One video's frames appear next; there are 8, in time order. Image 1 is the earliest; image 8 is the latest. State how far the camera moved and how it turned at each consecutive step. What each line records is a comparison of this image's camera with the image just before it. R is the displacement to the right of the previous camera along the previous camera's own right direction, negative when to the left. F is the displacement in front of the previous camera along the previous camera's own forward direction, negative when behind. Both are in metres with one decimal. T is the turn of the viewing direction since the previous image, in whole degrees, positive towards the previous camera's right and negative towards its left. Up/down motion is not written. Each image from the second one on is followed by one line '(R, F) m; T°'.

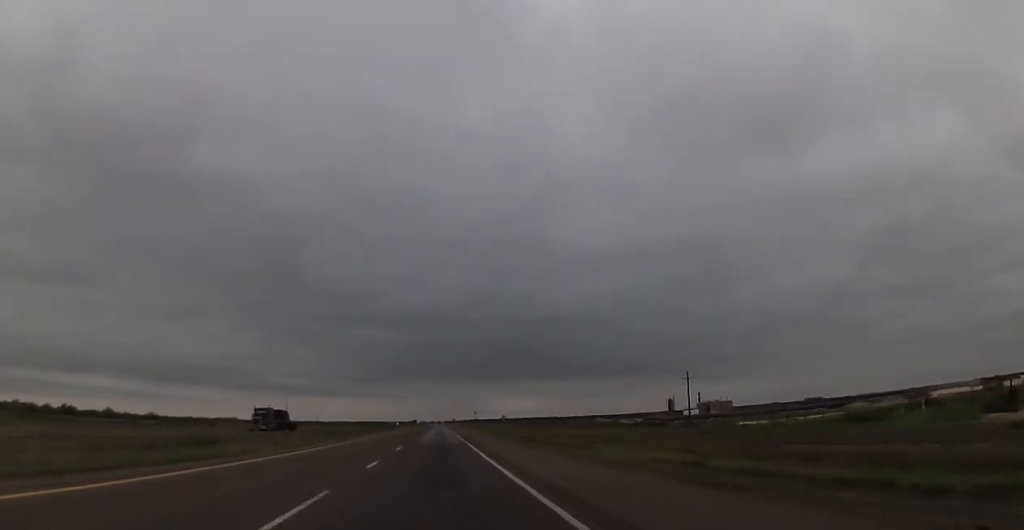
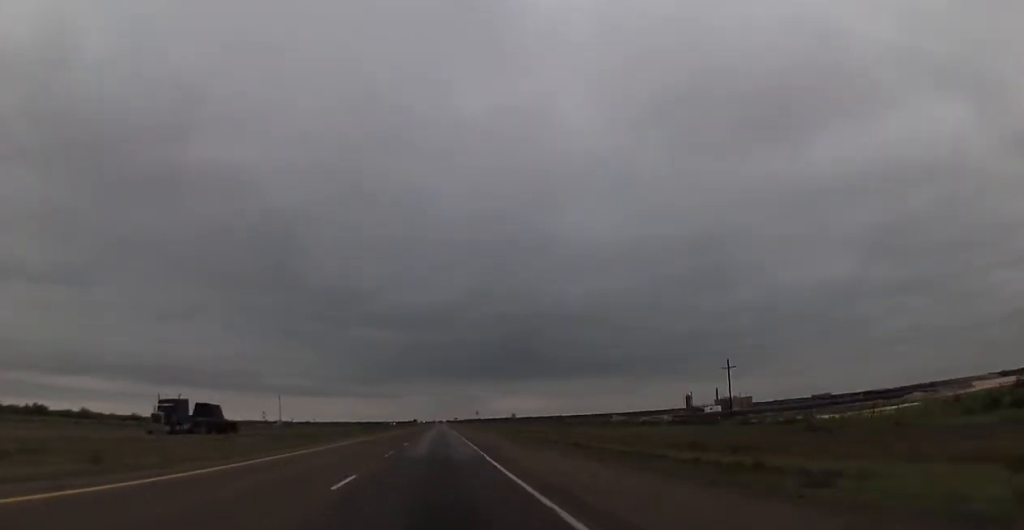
(+0.1, +18.3) m; 0°
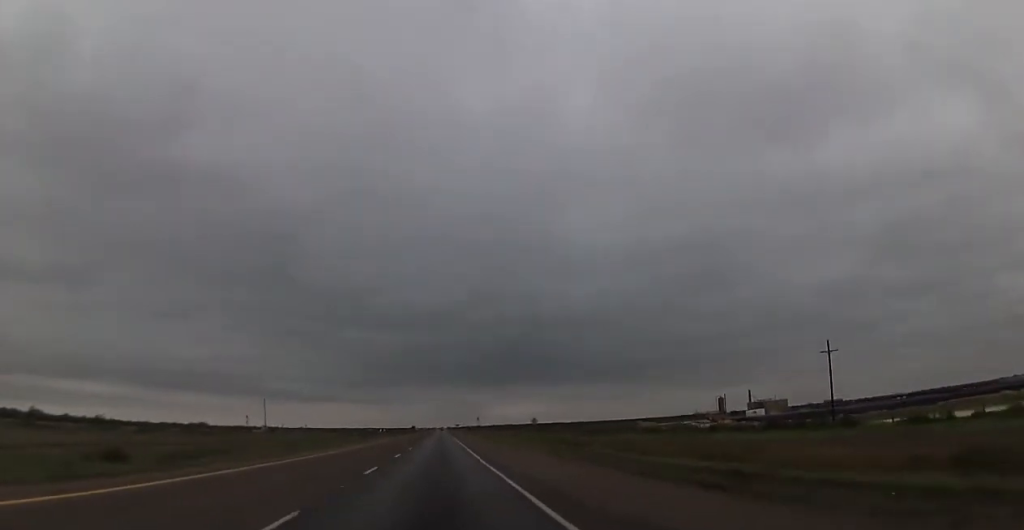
(-0.1, +30.5) m; 0°
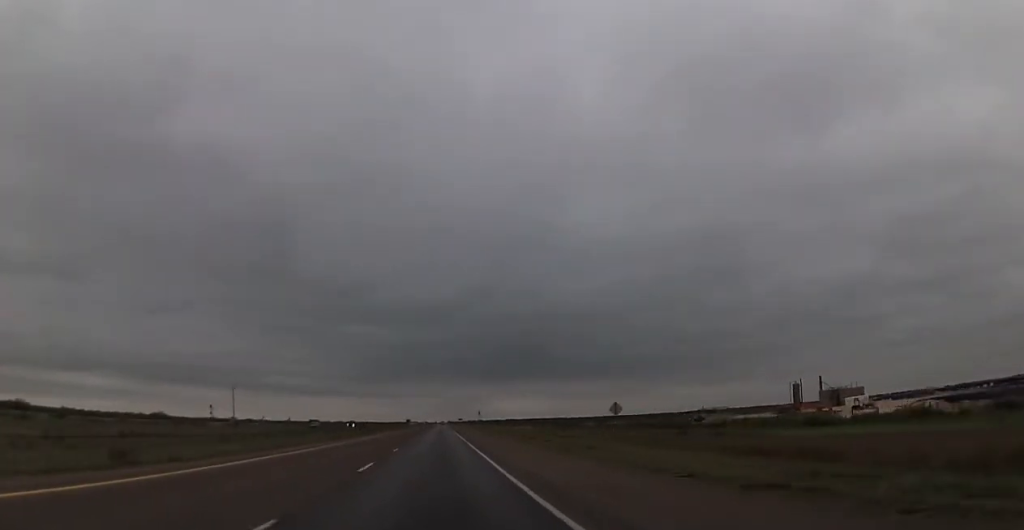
(+0.2, +50.1) m; 0°
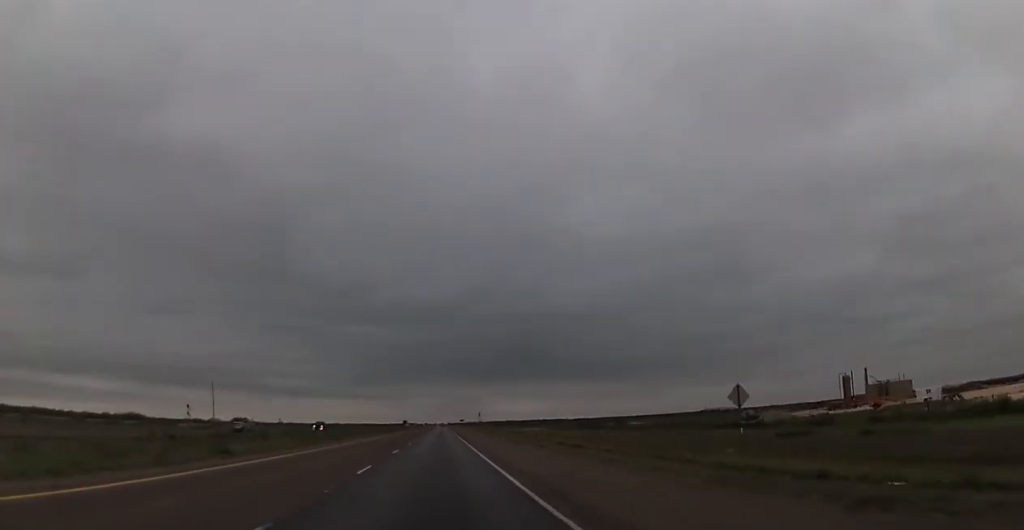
(-0.2, +24.4) m; 0°
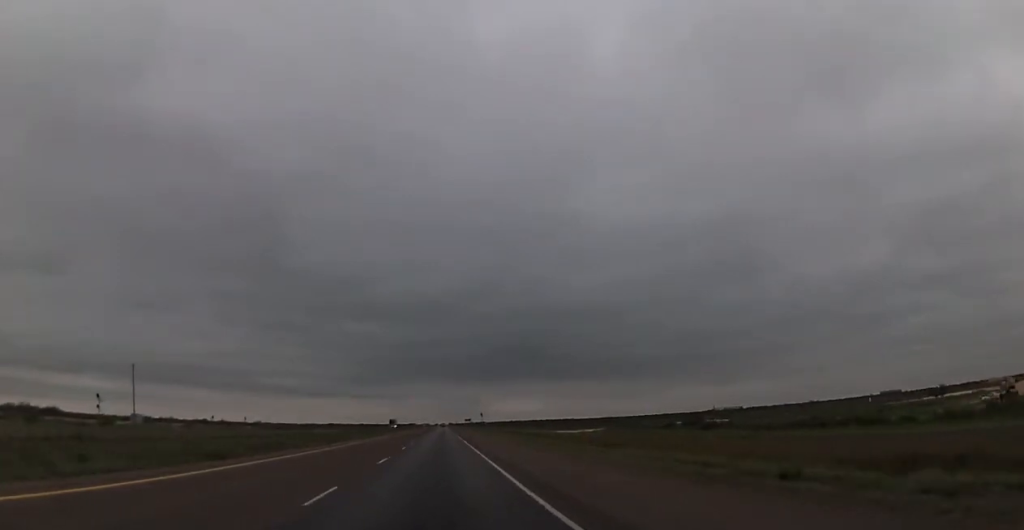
(+0.2, +67.2) m; 0°
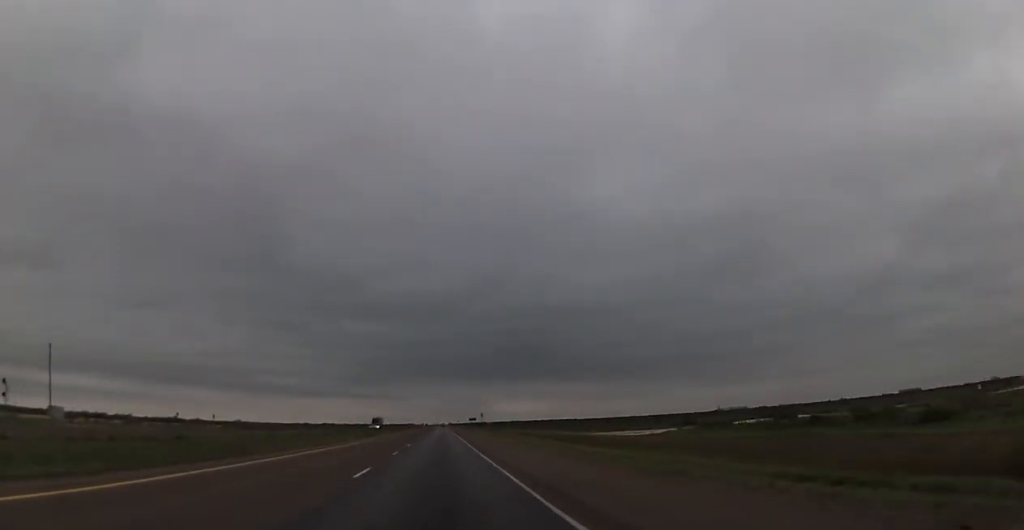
(-0.1, +42.7) m; -1°
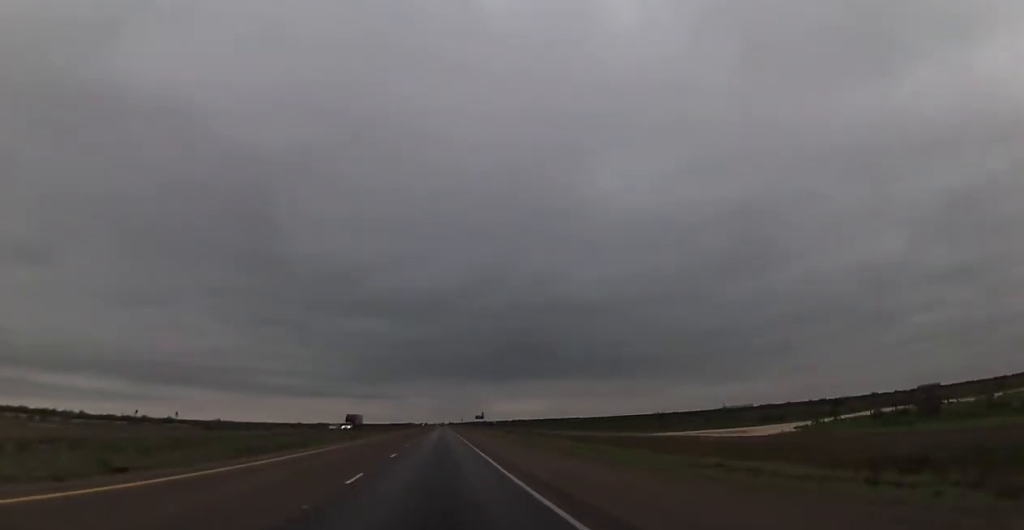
(-0.4, +37.9) m; 0°
